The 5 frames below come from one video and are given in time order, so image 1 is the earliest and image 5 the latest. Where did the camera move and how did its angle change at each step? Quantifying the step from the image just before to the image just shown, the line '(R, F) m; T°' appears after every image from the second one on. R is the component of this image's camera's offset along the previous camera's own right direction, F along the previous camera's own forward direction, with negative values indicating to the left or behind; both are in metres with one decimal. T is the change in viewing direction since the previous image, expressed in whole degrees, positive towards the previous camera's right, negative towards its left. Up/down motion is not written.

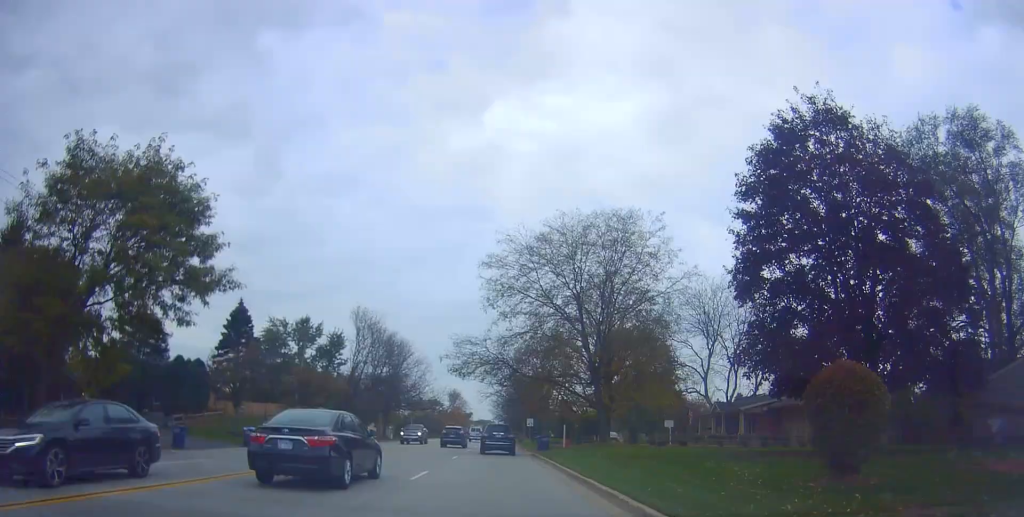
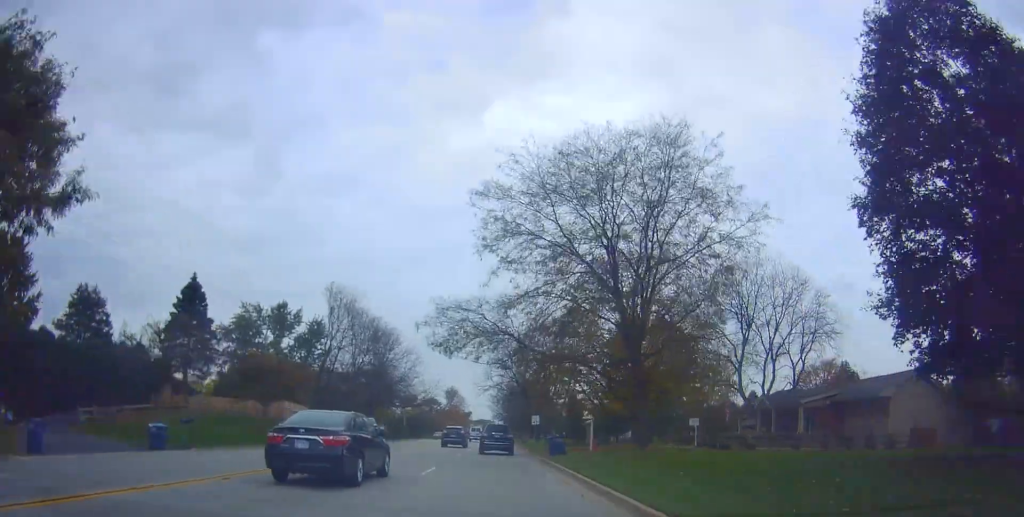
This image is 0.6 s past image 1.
(+0.4, +10.5) m; +1°
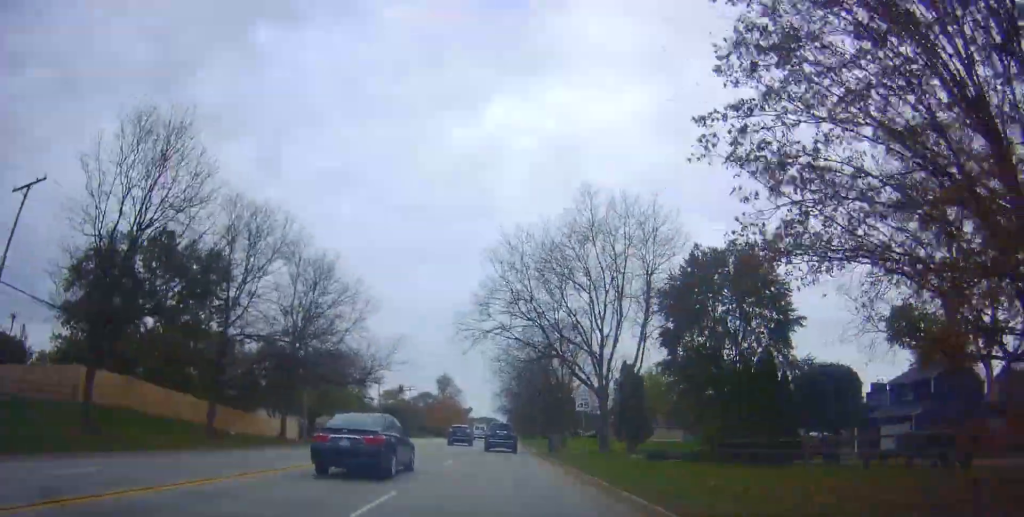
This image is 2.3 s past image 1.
(0.0, +32.7) m; 0°
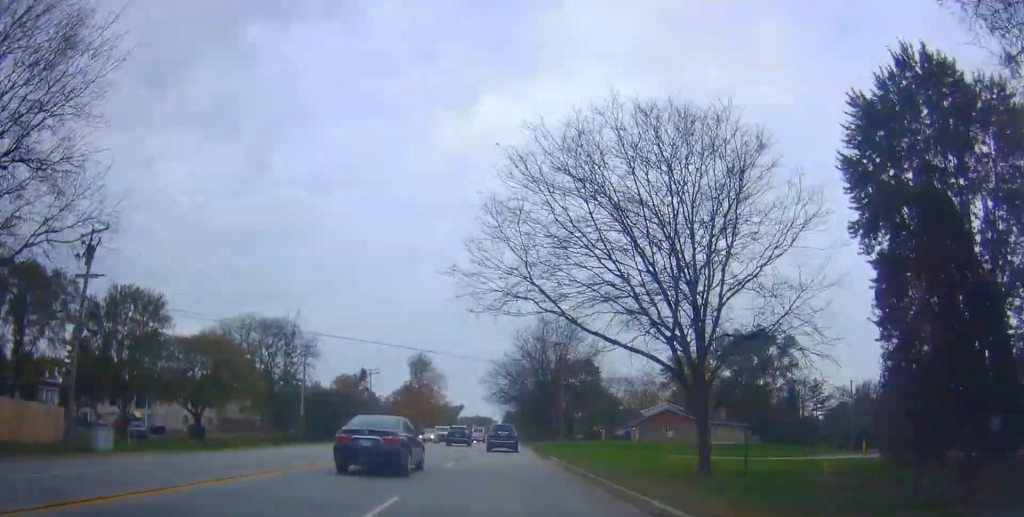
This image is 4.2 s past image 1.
(-0.4, +37.0) m; 0°
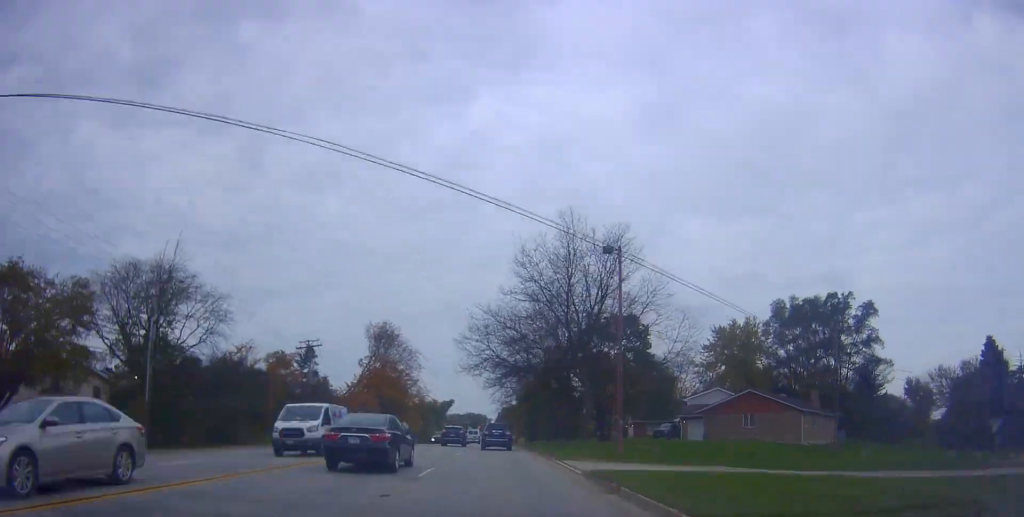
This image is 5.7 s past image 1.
(0.0, +28.9) m; +1°
